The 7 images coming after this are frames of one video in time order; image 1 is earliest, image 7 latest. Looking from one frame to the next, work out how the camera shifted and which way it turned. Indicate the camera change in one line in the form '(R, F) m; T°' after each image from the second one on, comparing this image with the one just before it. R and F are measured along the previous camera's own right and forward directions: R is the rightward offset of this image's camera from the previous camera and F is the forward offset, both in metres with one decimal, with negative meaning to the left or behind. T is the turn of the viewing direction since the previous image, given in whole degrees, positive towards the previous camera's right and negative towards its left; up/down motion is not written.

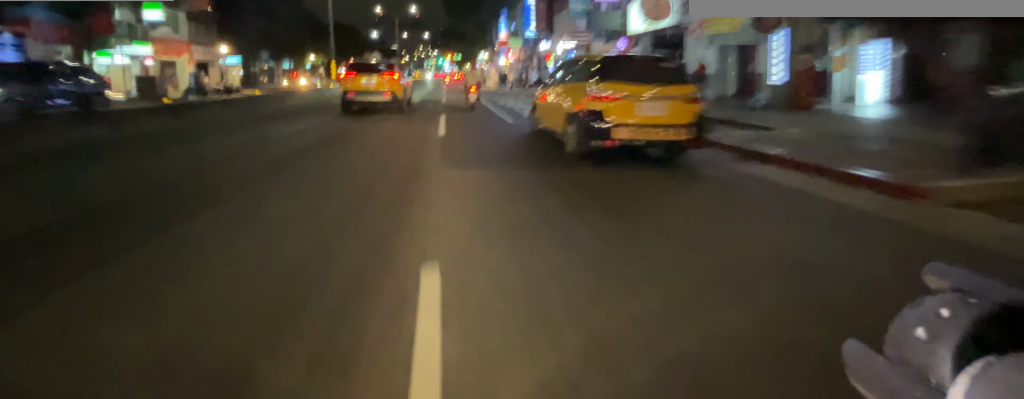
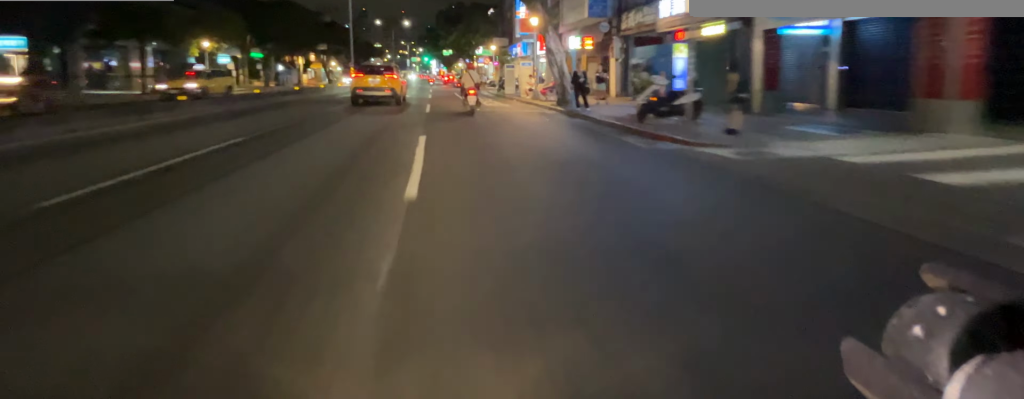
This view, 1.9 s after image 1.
(+0.5, +25.1) m; +2°
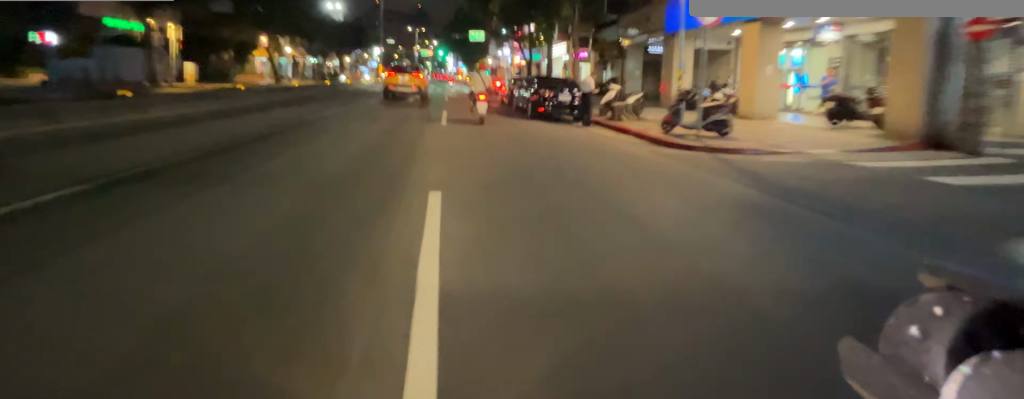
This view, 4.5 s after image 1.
(-0.1, +32.5) m; -1°
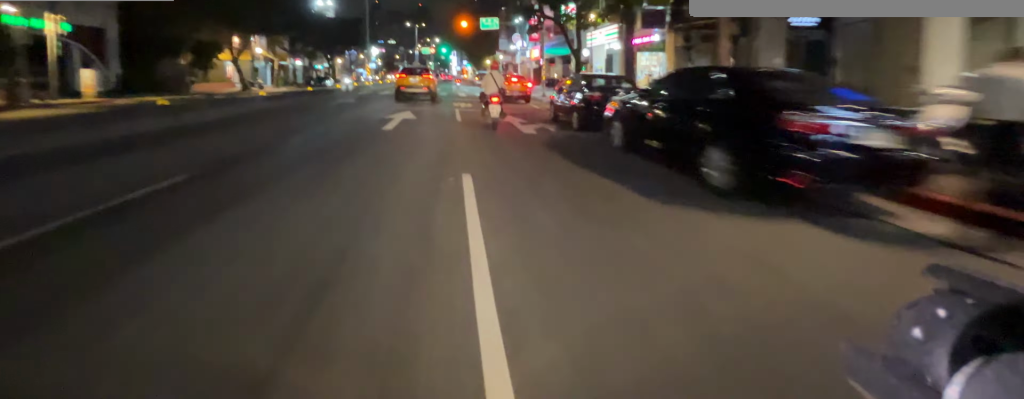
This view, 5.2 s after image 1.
(0.0, +8.8) m; -1°
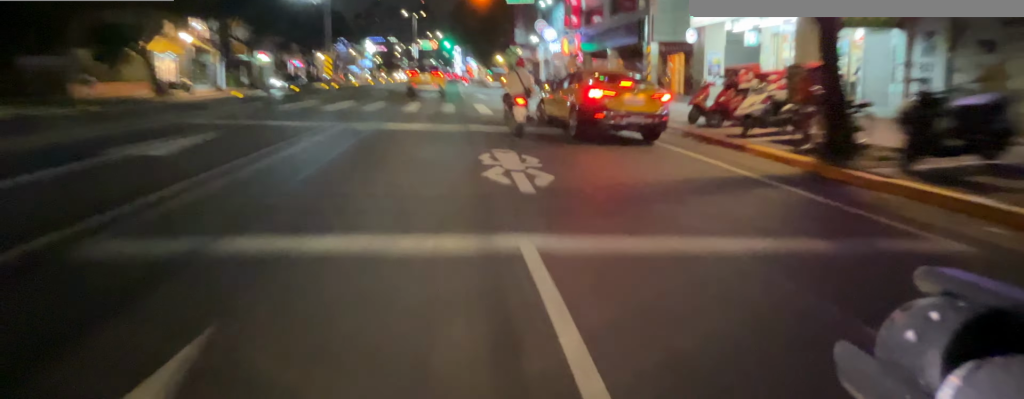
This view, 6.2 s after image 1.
(-0.2, +12.8) m; -1°
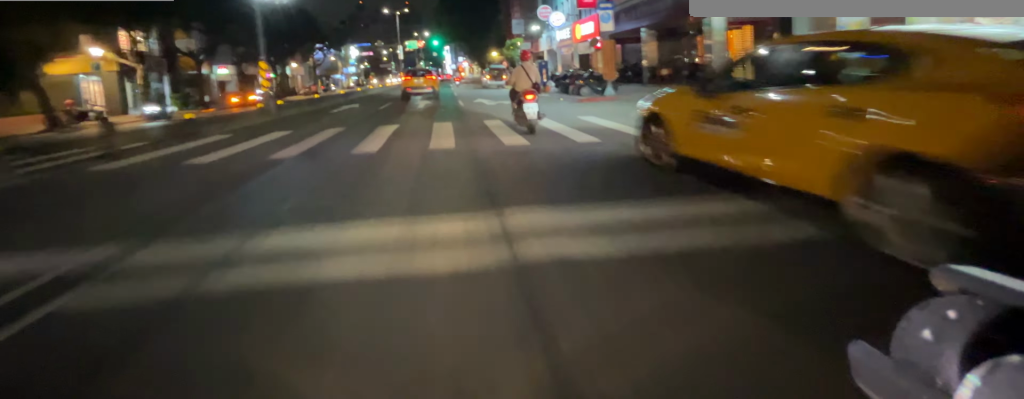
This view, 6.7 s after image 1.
(0.0, +7.1) m; +1°
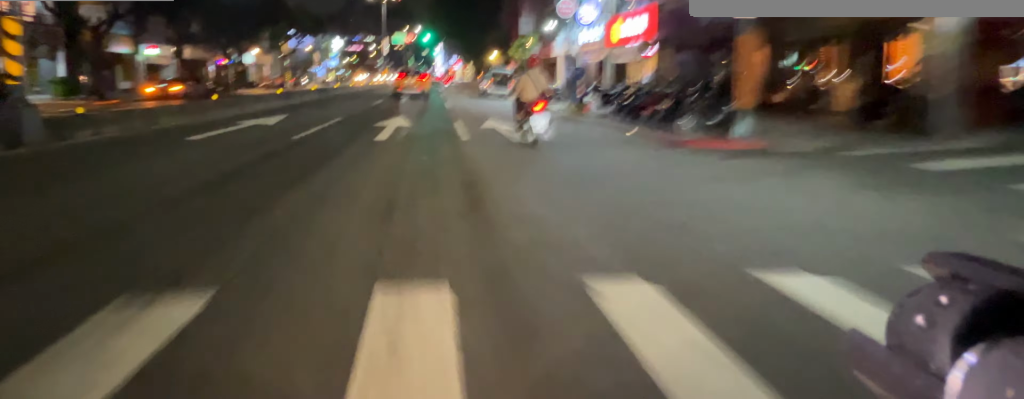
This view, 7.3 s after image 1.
(0.0, +9.4) m; +1°
